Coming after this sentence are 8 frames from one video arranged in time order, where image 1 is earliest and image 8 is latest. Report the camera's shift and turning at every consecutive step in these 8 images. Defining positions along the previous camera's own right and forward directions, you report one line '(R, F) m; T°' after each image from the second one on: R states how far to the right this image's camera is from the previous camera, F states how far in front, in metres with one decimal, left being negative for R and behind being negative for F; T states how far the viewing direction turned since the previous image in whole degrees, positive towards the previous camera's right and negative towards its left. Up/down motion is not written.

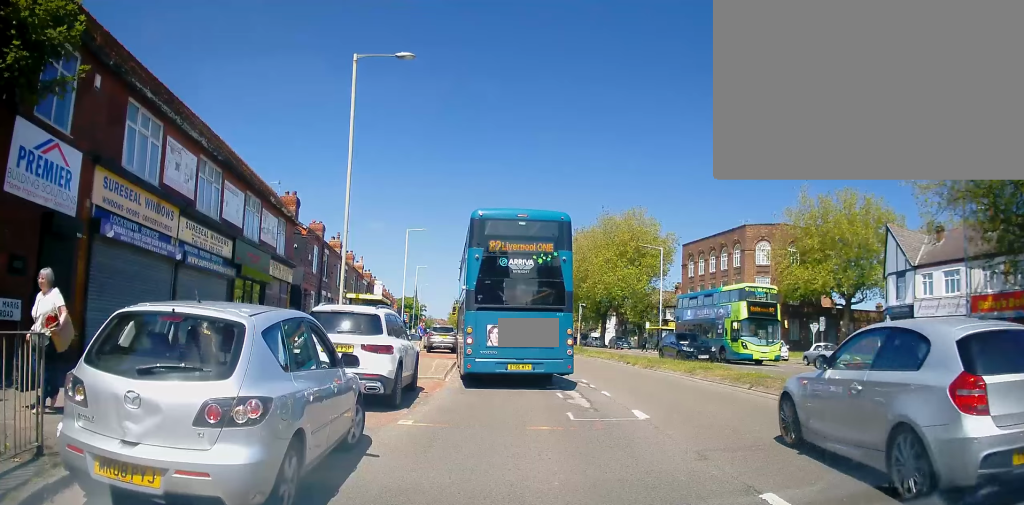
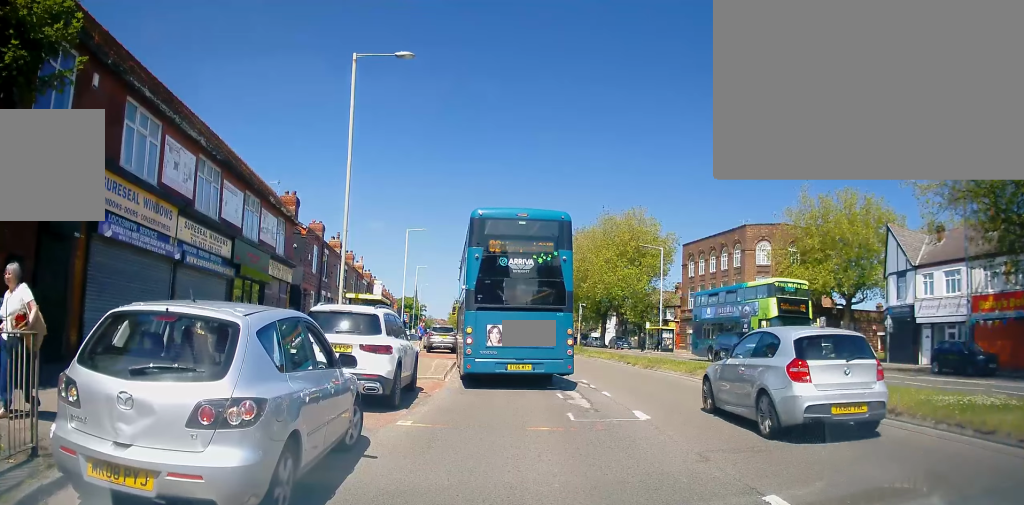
(0.0, 0.0) m; 0°
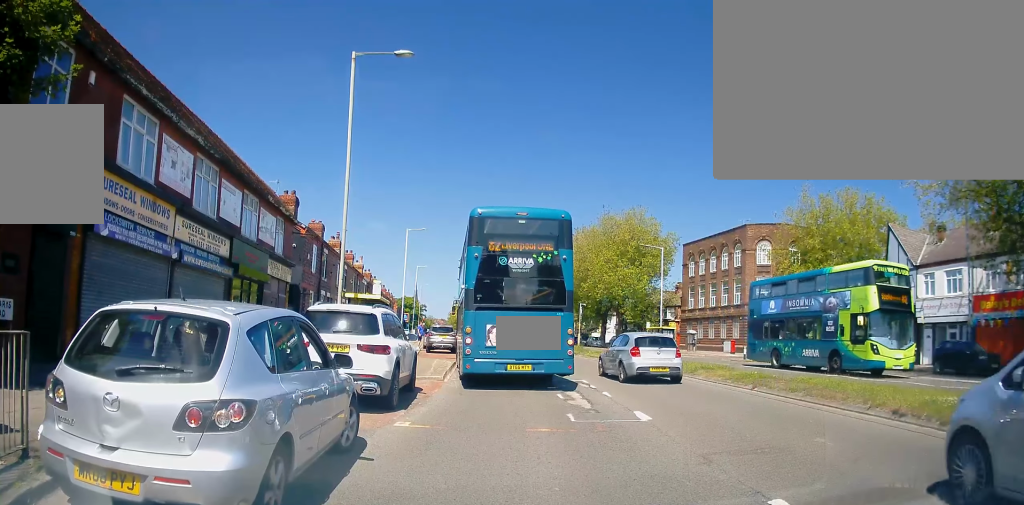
(0.0, 0.0) m; 0°
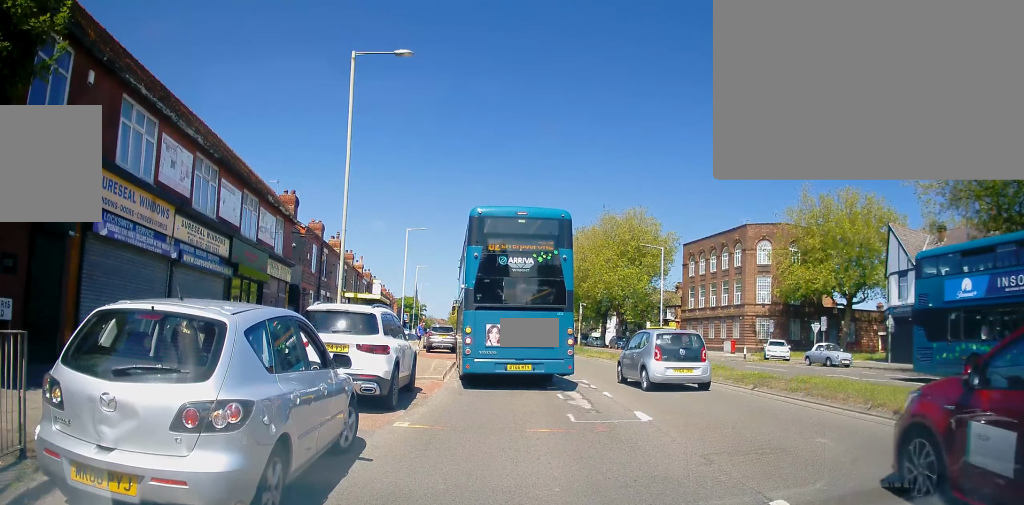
(0.0, 0.0) m; 0°
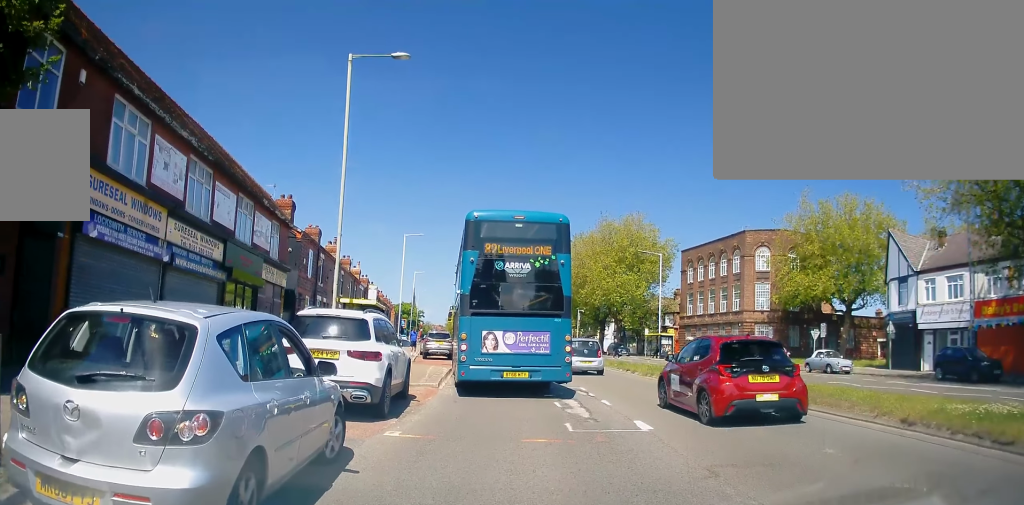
(+0.3, +0.3) m; 0°
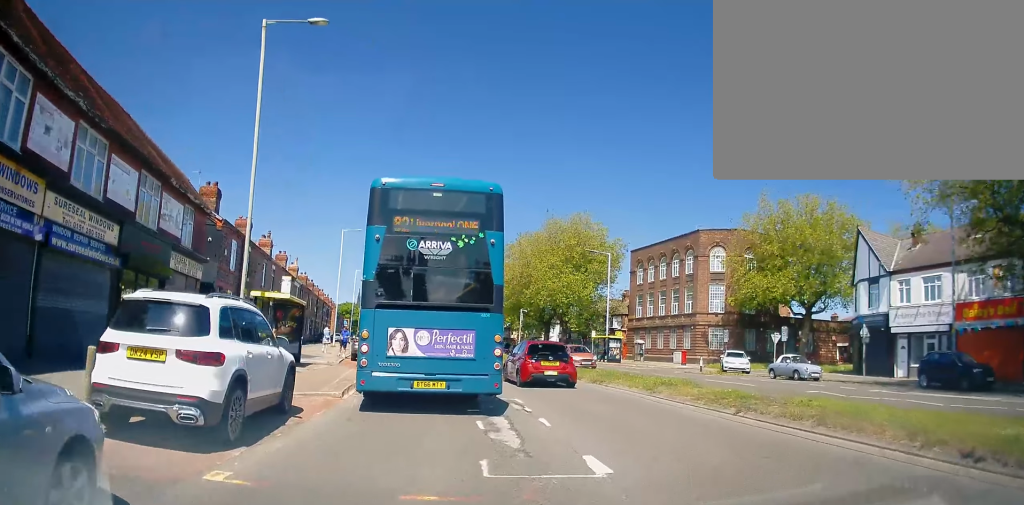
(+0.5, +2.2) m; +11°
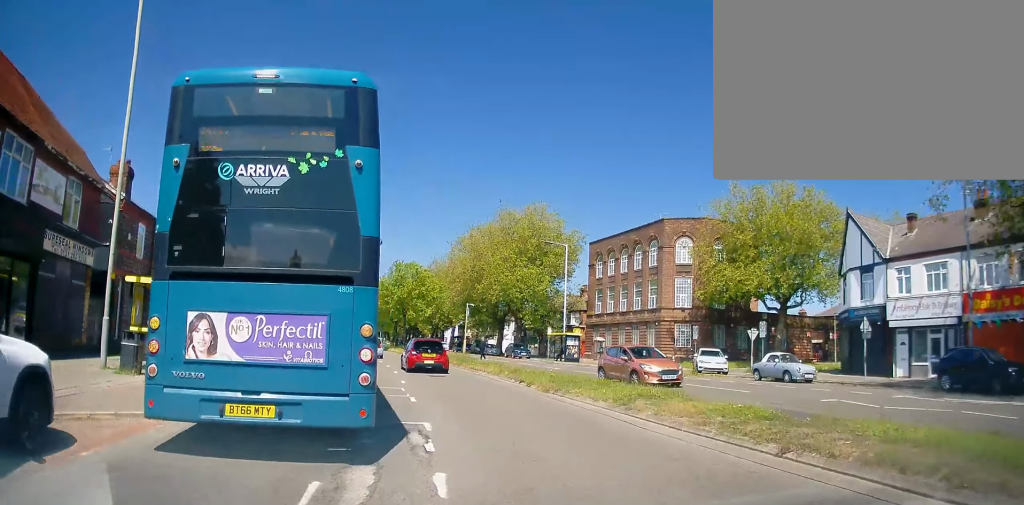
(0.0, +4.3) m; 0°
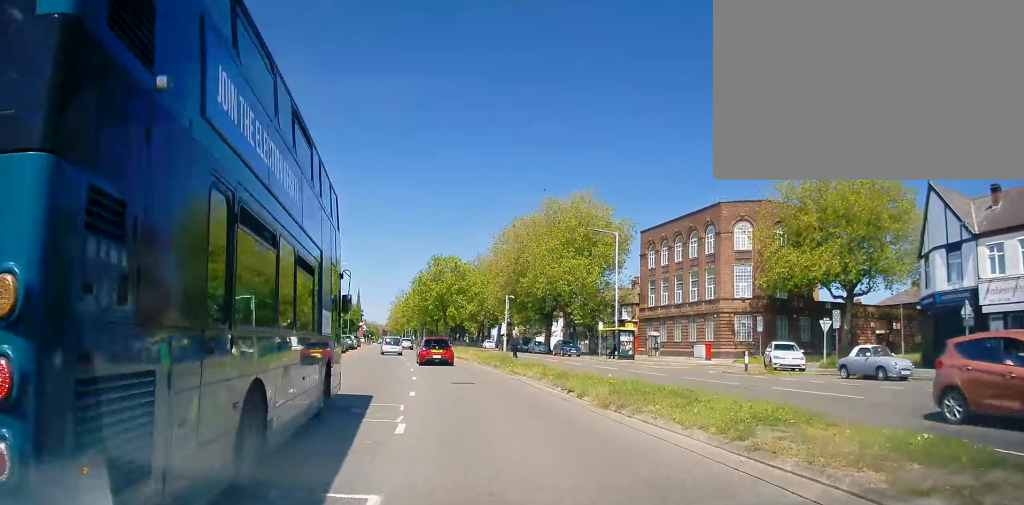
(0.0, +4.5) m; -5°
